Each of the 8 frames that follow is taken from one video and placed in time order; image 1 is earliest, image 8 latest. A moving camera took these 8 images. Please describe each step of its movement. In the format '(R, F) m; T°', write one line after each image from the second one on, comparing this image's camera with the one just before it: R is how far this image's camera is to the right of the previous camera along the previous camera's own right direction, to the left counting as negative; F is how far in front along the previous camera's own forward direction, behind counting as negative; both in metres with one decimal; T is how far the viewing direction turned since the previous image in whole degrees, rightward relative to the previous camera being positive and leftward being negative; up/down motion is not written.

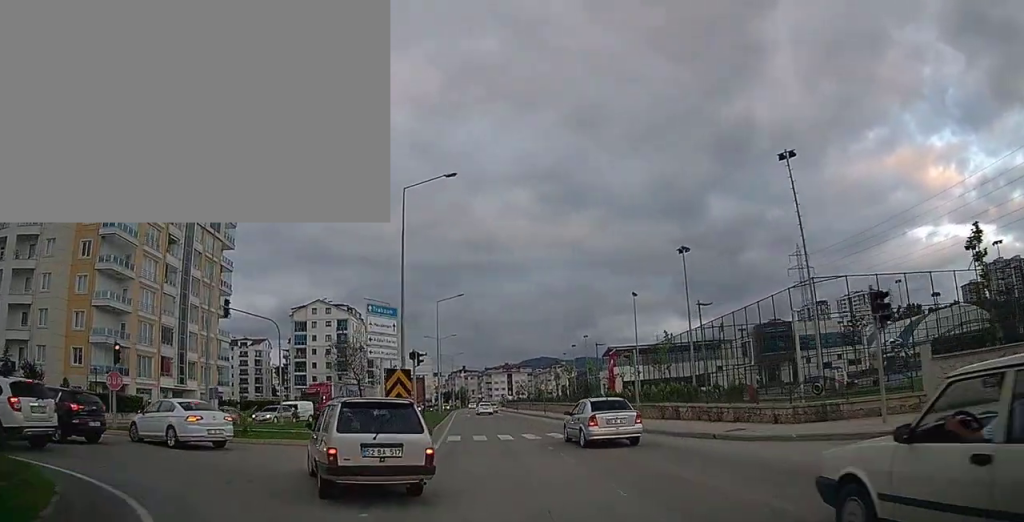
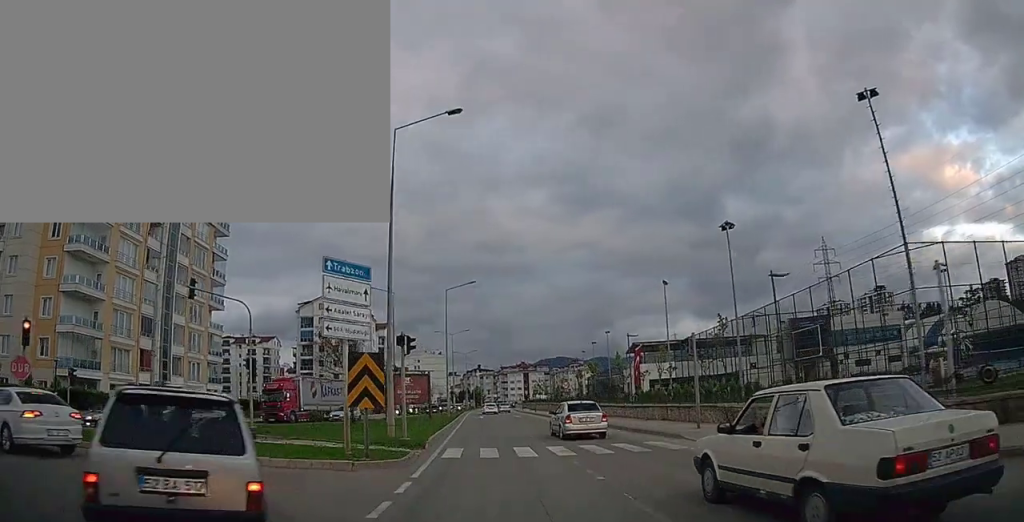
(0.0, +6.3) m; 0°
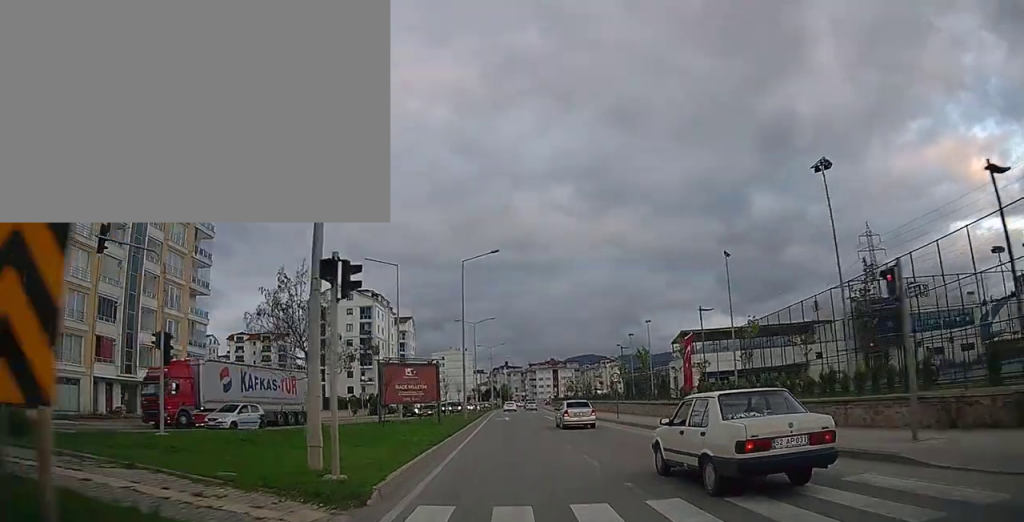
(-0.2, +10.2) m; -3°
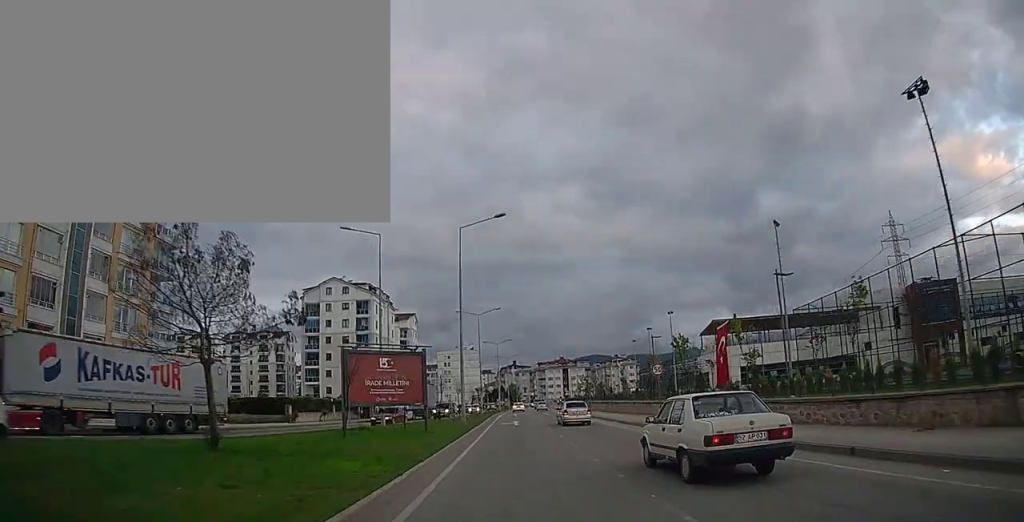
(-0.2, +8.0) m; -2°
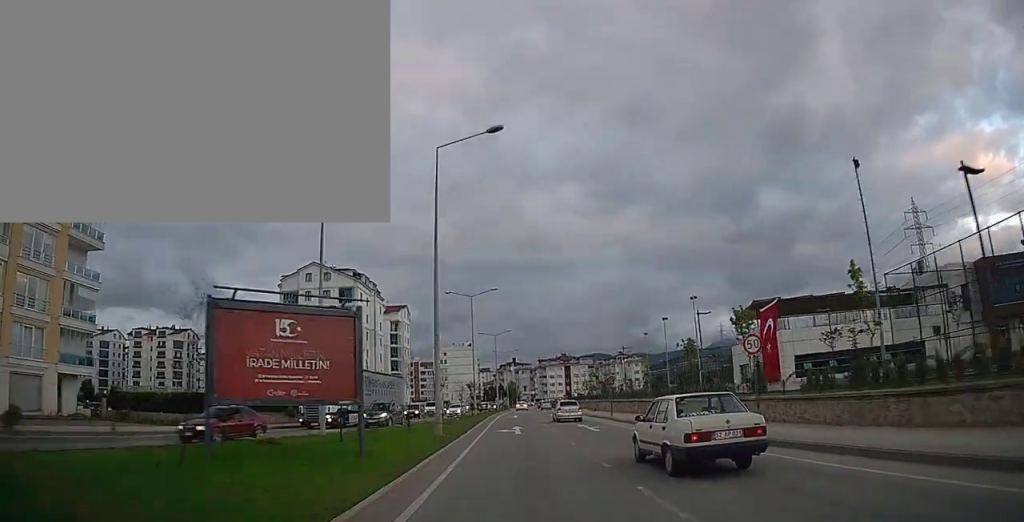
(-0.1, +10.5) m; -1°
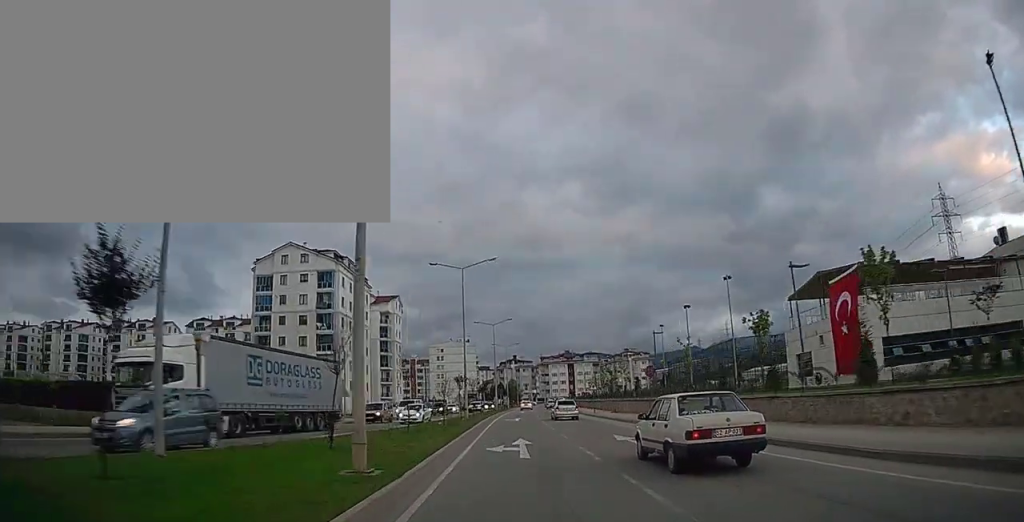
(0.0, +10.8) m; 0°
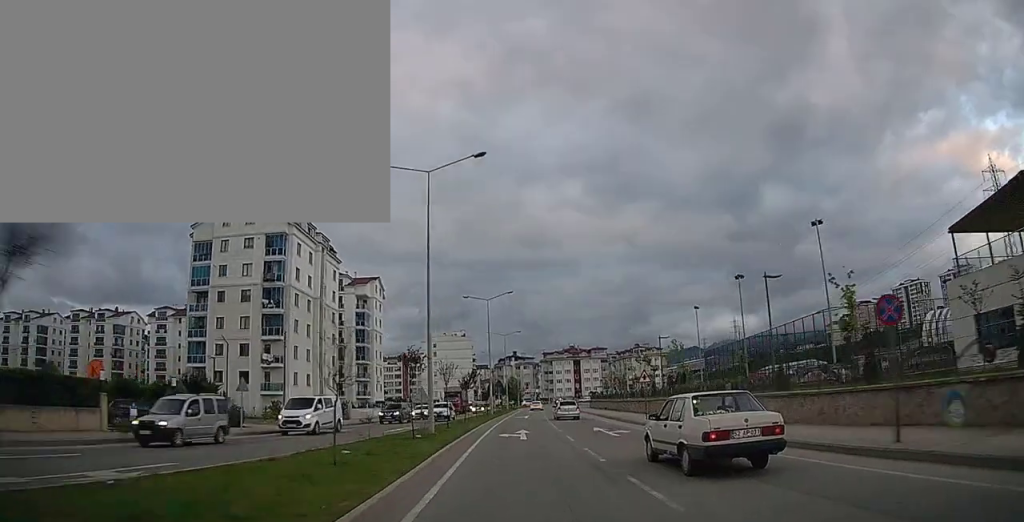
(-0.1, +18.6) m; 0°
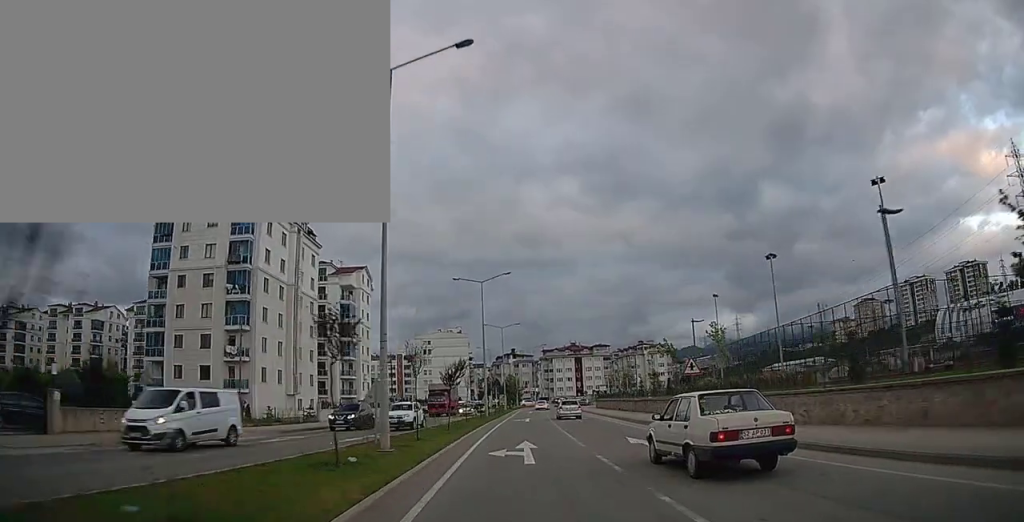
(0.0, +8.4) m; 0°
